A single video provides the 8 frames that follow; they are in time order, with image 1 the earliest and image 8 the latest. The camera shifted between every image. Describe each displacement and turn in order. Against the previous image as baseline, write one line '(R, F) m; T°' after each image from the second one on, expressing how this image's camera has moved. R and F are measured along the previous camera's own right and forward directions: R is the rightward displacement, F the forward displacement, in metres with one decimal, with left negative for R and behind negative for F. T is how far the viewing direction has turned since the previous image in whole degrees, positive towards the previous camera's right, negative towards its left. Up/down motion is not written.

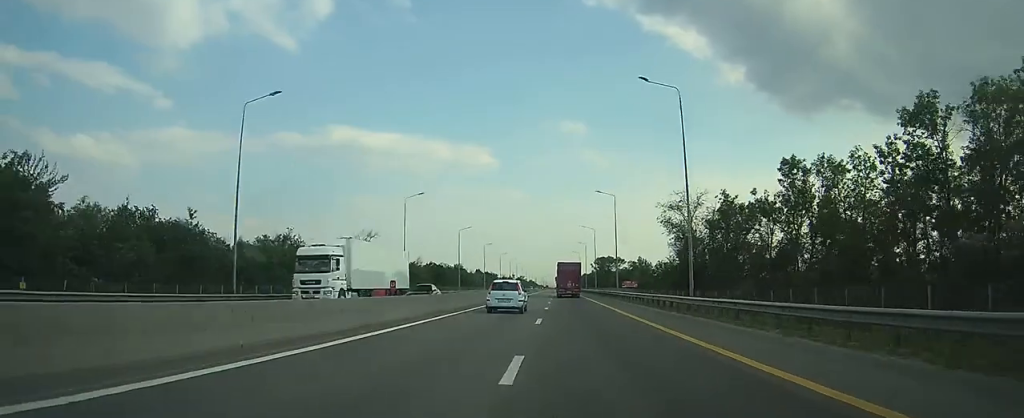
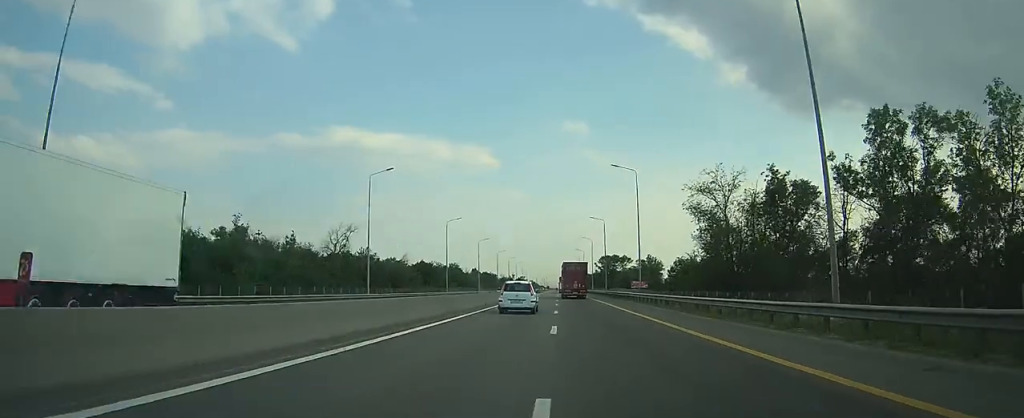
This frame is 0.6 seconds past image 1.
(0.0, +15.8) m; 0°
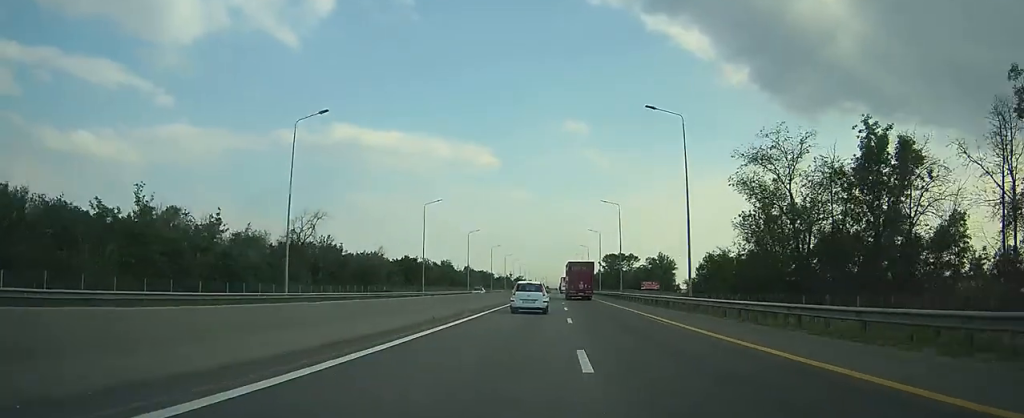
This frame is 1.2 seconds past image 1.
(-0.1, +18.8) m; 0°
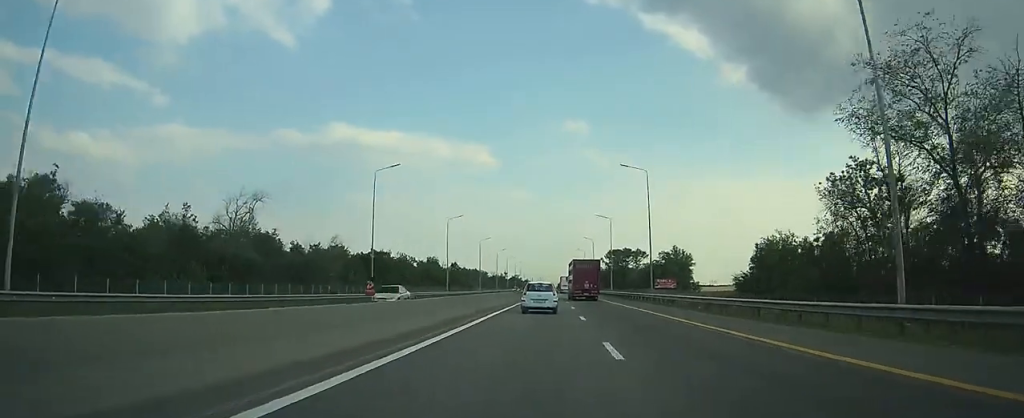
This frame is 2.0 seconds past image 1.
(-0.1, +22.7) m; 0°
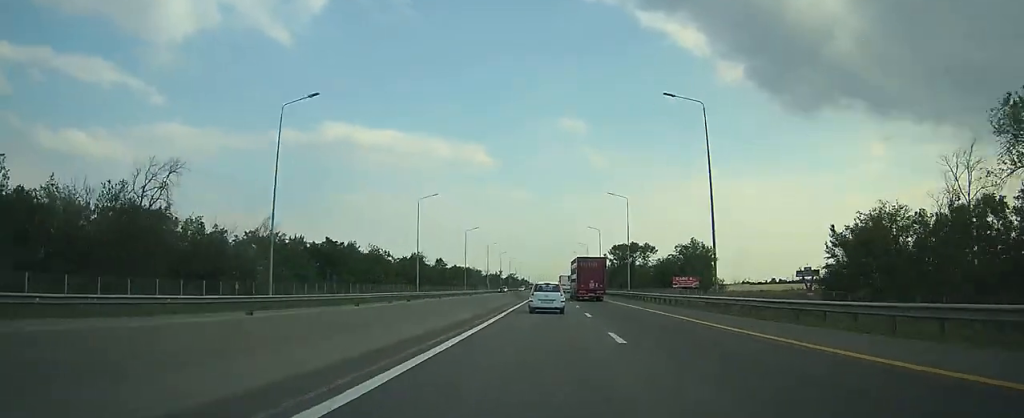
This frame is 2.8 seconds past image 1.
(0.0, +20.9) m; 0°
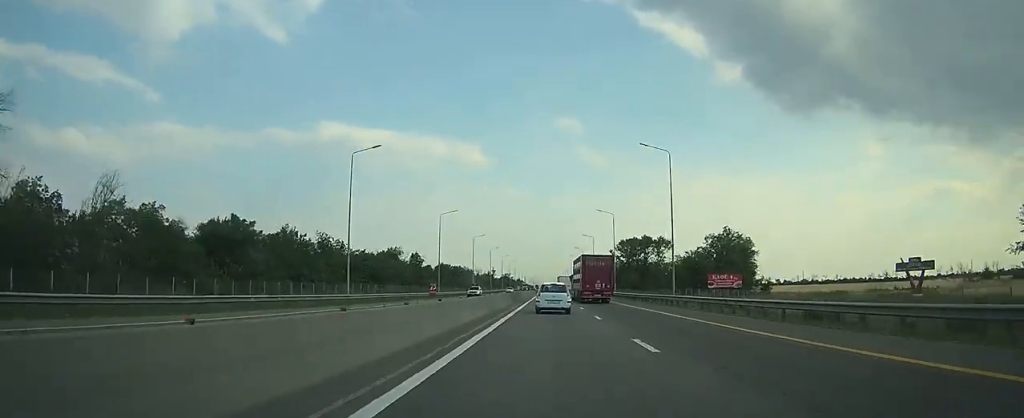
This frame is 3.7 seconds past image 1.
(+0.1, +25.9) m; 0°
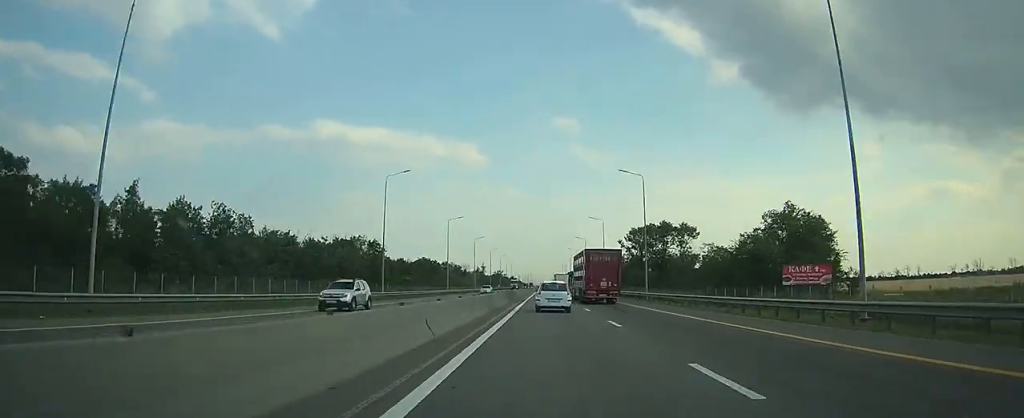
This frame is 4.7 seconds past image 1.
(+0.1, +29.1) m; 0°
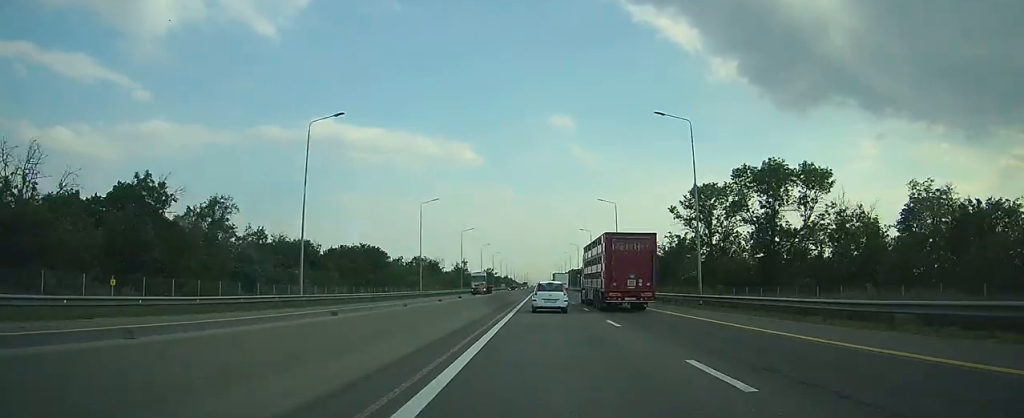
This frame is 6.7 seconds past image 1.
(+0.3, +60.0) m; 0°
